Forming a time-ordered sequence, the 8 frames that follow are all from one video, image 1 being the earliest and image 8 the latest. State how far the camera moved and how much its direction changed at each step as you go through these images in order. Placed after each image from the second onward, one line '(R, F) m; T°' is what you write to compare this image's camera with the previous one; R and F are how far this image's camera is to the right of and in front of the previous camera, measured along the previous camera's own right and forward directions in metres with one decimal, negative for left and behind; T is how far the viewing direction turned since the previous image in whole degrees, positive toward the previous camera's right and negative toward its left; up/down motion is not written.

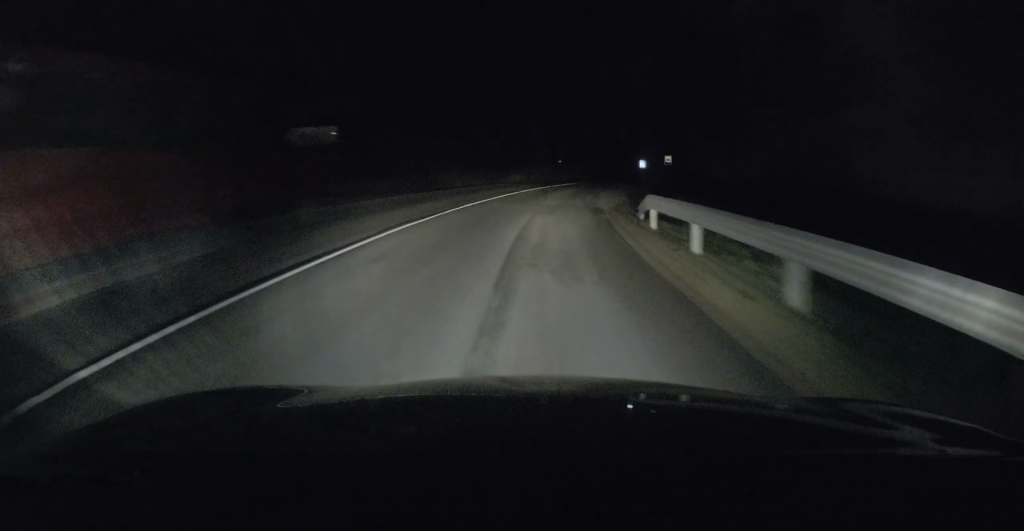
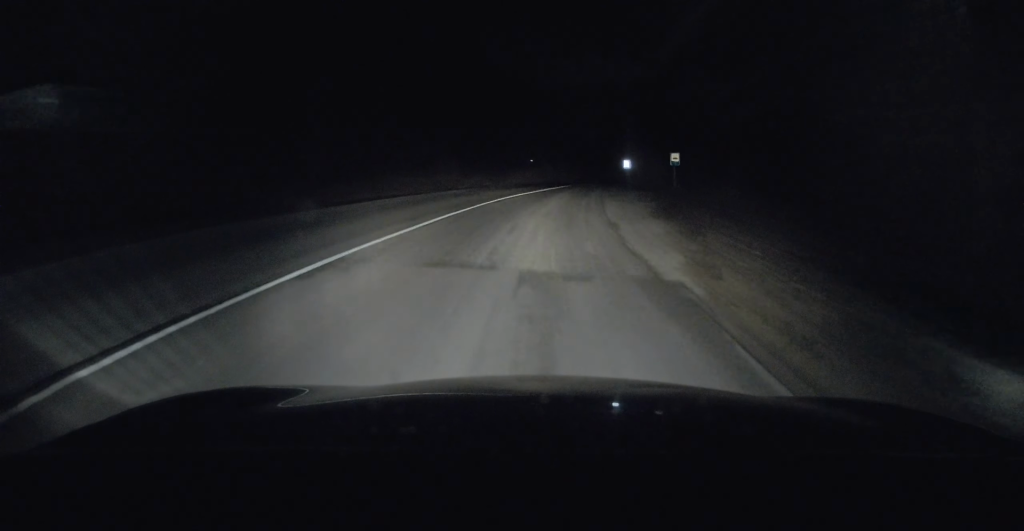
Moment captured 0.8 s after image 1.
(+0.3, +13.9) m; +1°
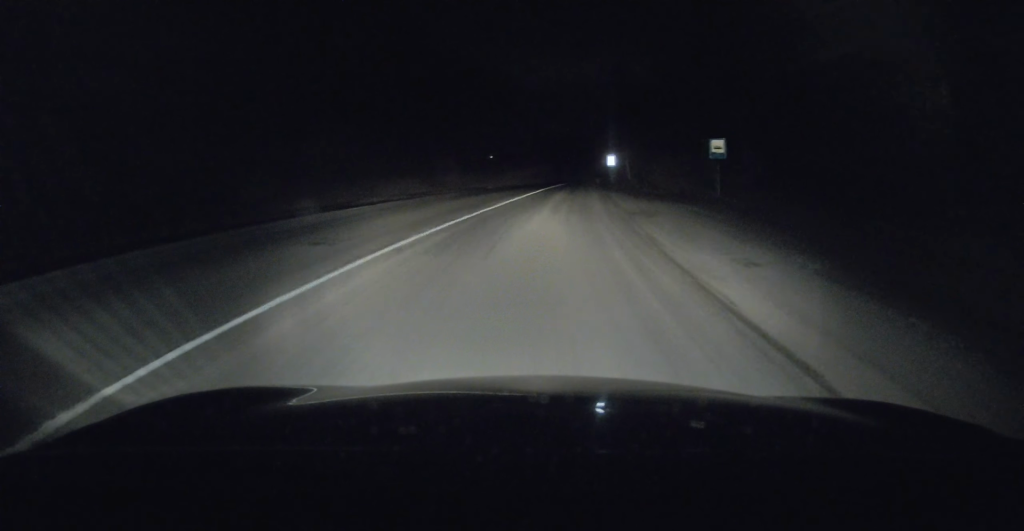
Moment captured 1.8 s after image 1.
(+0.2, +17.3) m; +2°
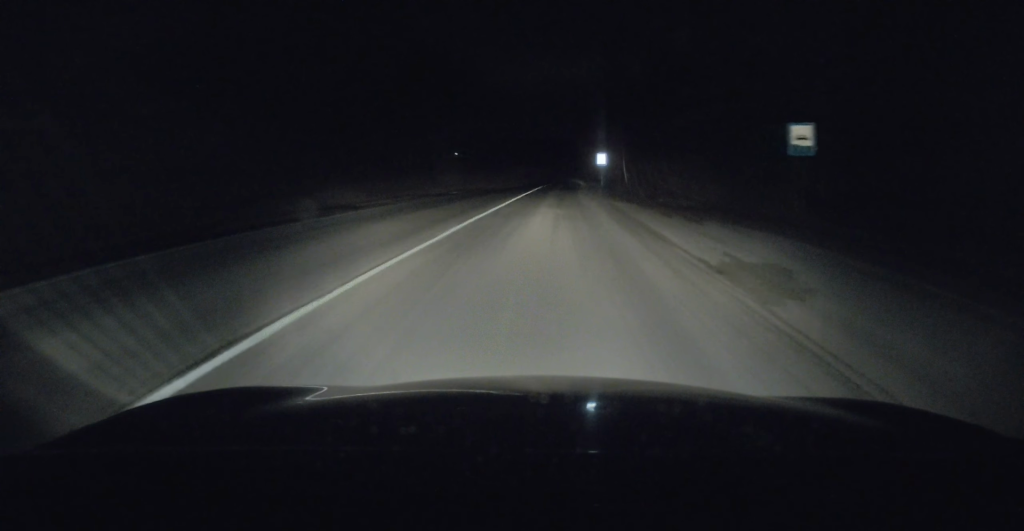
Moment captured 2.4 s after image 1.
(+0.1, +10.9) m; +2°
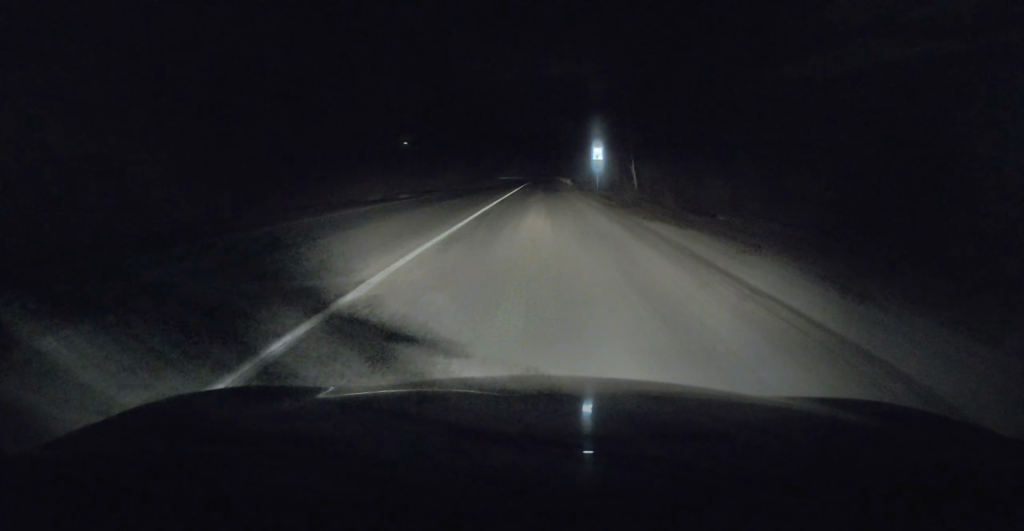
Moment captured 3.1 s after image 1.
(+0.4, +12.1) m; +3°
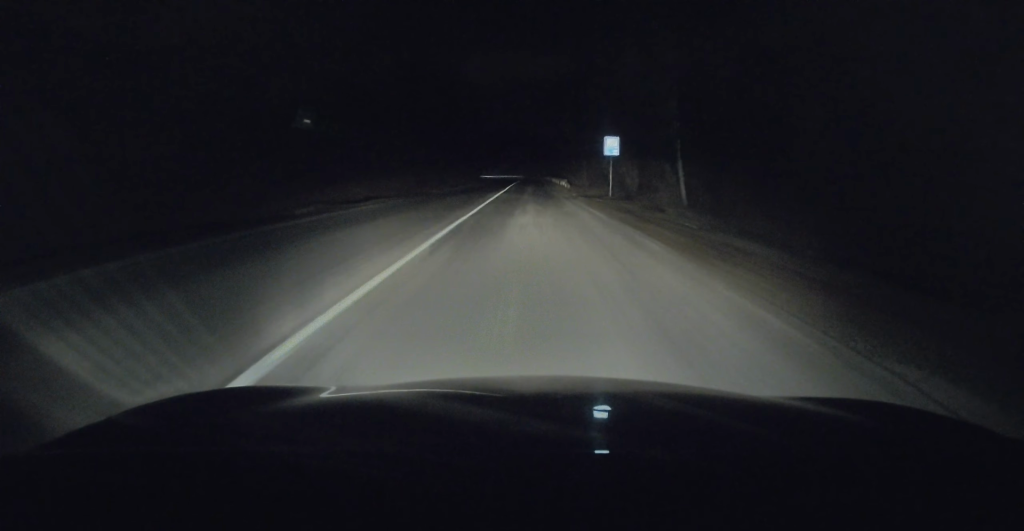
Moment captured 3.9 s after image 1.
(+0.3, +13.4) m; 0°
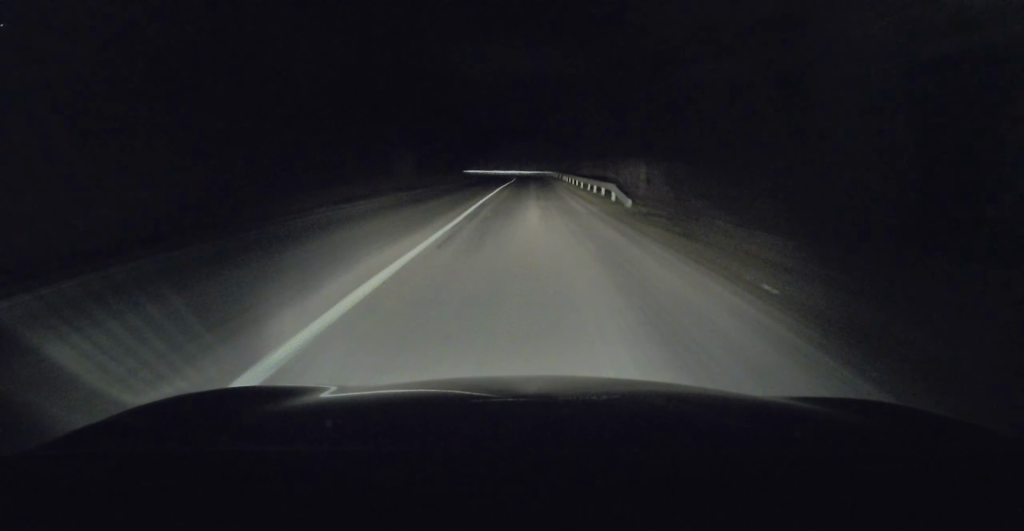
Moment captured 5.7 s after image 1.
(-0.1, +31.5) m; 0°
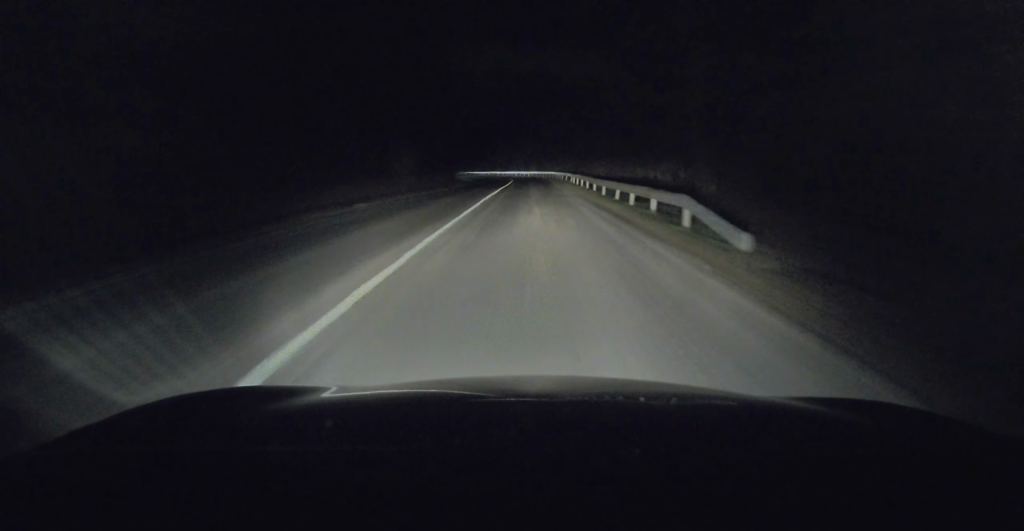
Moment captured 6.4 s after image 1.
(+0.1, +11.8) m; 0°
